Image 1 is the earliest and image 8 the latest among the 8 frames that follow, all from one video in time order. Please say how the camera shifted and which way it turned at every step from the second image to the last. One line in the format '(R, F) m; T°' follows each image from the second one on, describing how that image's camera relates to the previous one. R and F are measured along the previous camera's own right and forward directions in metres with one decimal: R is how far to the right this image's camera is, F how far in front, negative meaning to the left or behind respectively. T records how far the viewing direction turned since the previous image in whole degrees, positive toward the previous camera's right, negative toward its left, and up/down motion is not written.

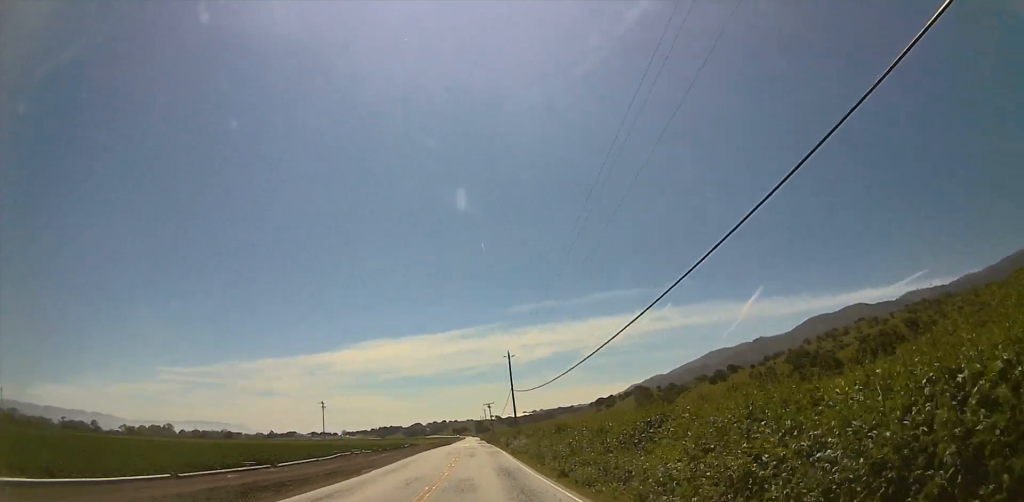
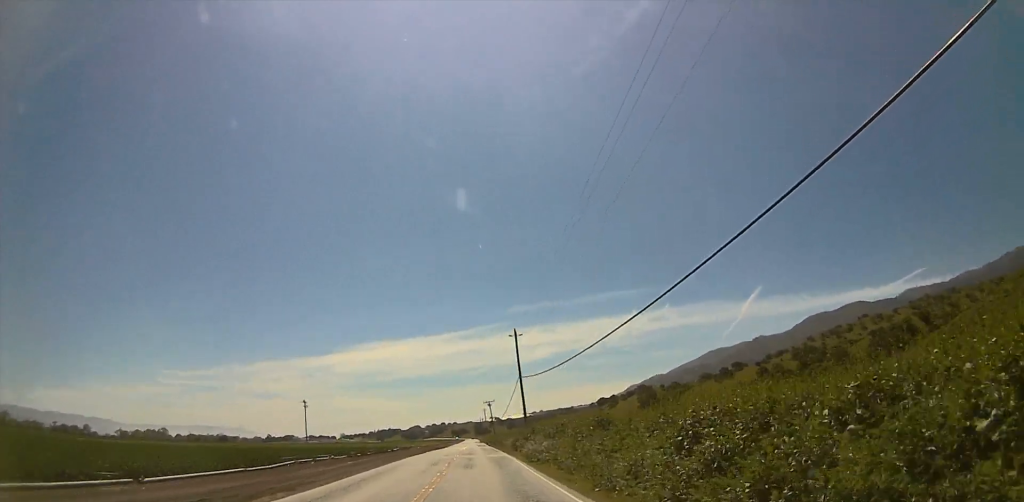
(0.0, +15.1) m; -1°
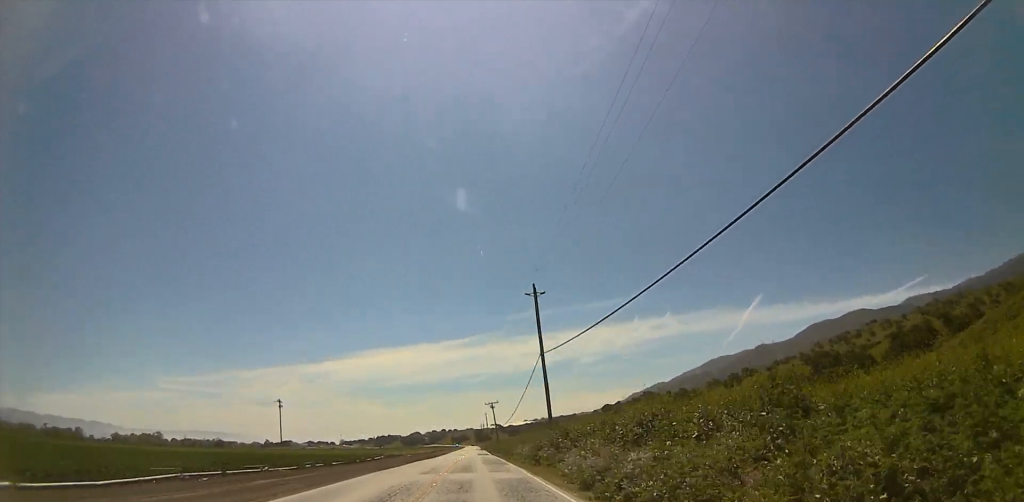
(-0.5, +18.3) m; 0°
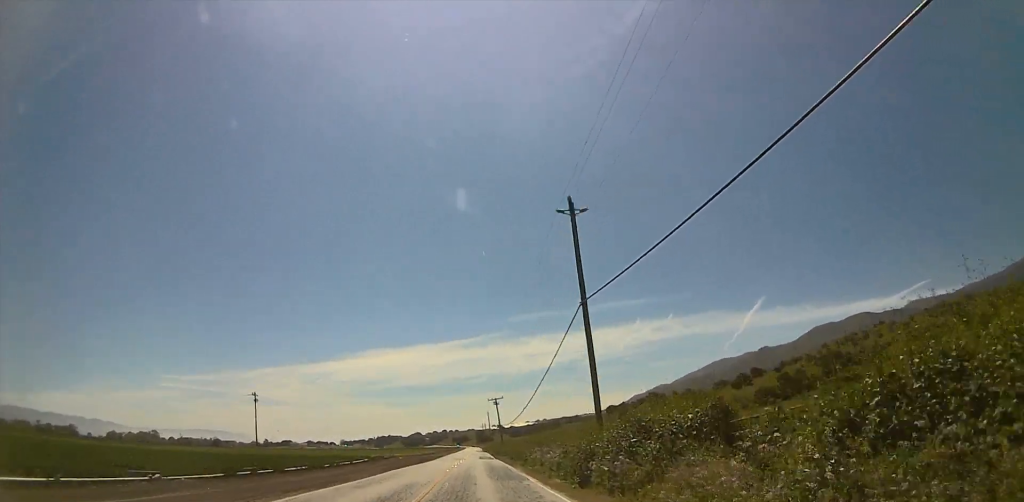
(+0.3, +14.5) m; +1°
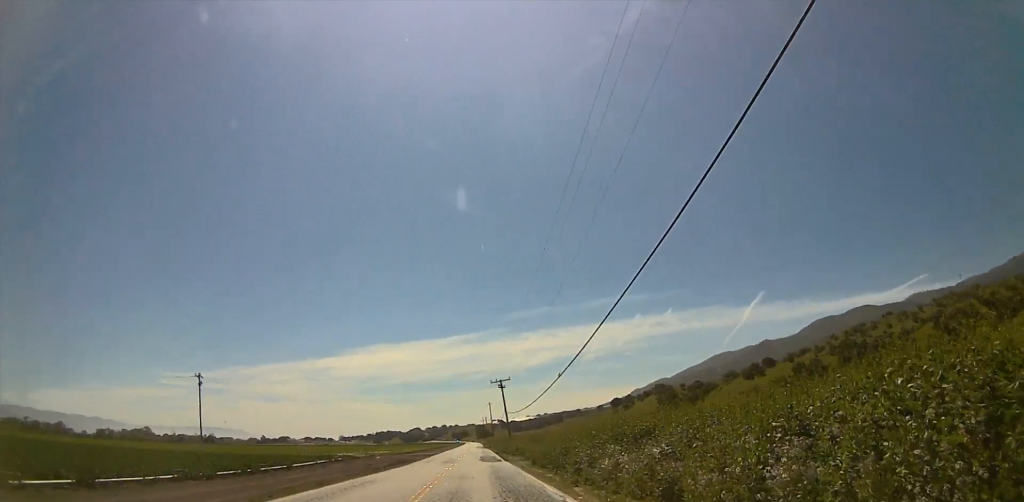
(+0.2, +22.7) m; +1°
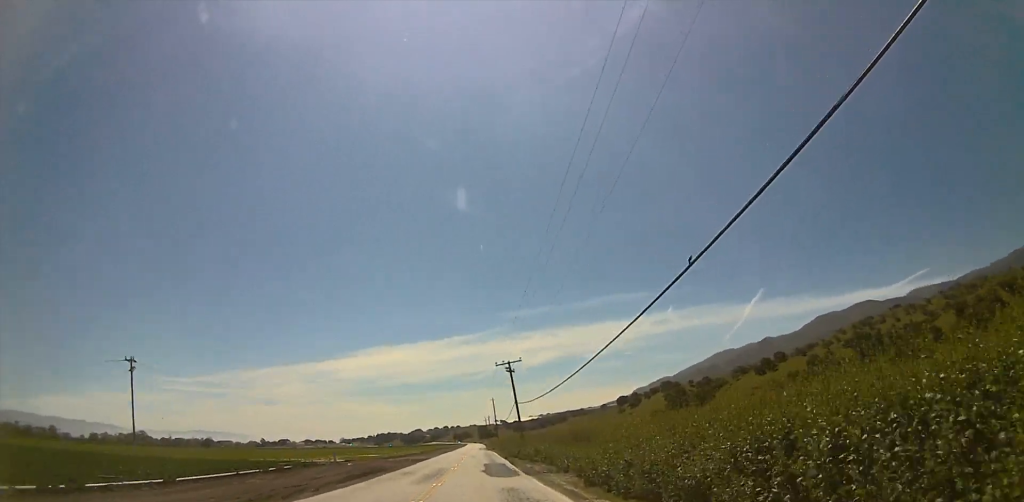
(+0.1, +18.8) m; +1°
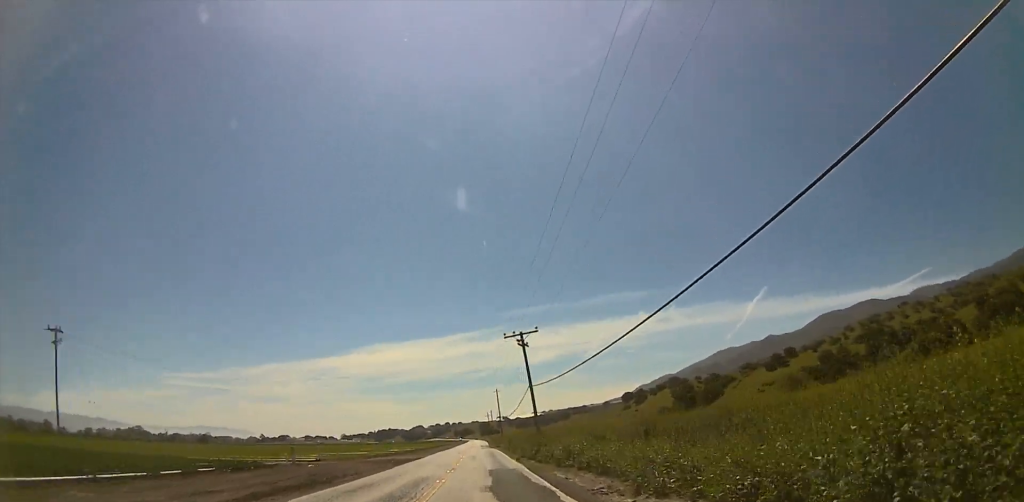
(+0.3, +14.8) m; 0°
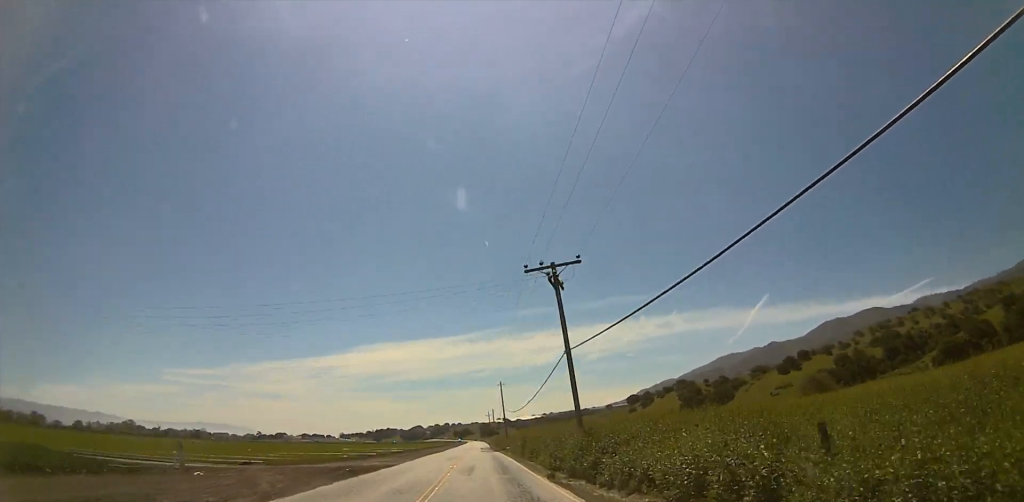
(-0.3, +18.8) m; -1°
